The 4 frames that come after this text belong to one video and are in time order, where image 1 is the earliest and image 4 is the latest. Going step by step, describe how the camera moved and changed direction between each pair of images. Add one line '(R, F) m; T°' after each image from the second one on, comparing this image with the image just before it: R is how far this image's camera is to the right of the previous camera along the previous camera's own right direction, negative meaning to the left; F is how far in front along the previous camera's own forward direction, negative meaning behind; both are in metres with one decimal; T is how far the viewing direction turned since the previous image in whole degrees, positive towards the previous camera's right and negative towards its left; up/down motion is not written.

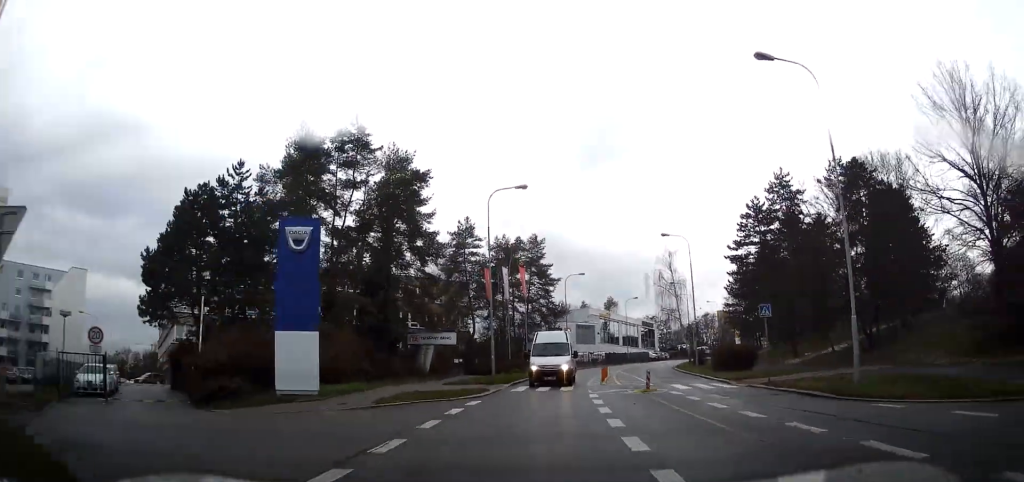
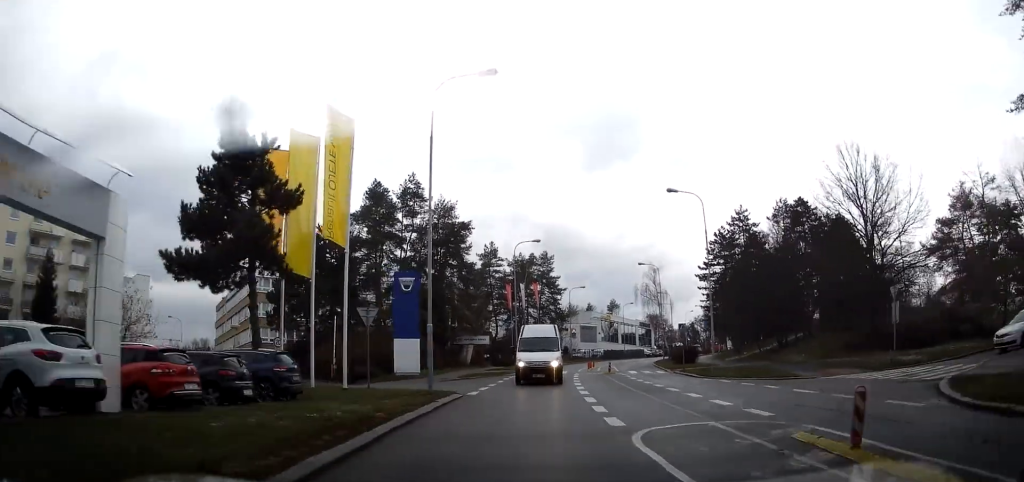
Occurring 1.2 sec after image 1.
(+0.1, +17.0) m; 0°
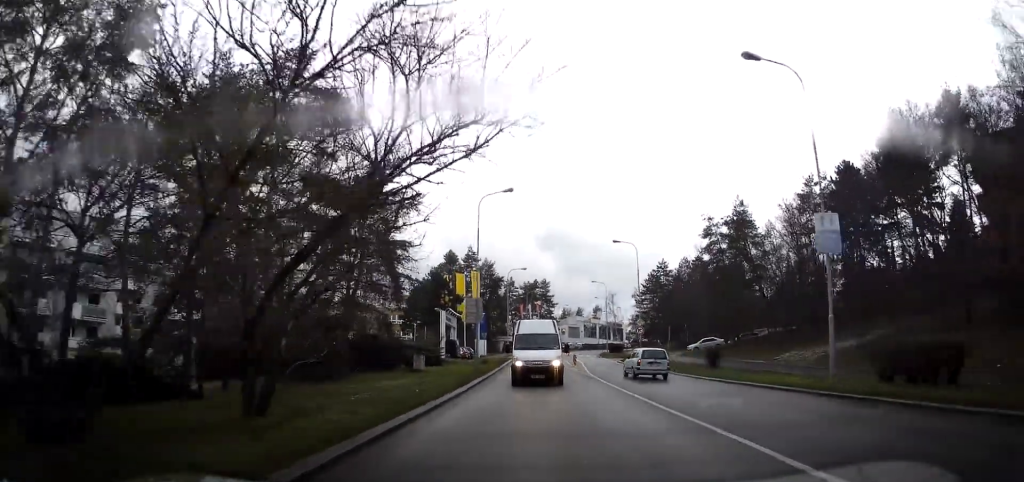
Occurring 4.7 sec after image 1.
(+0.1, +52.9) m; 0°
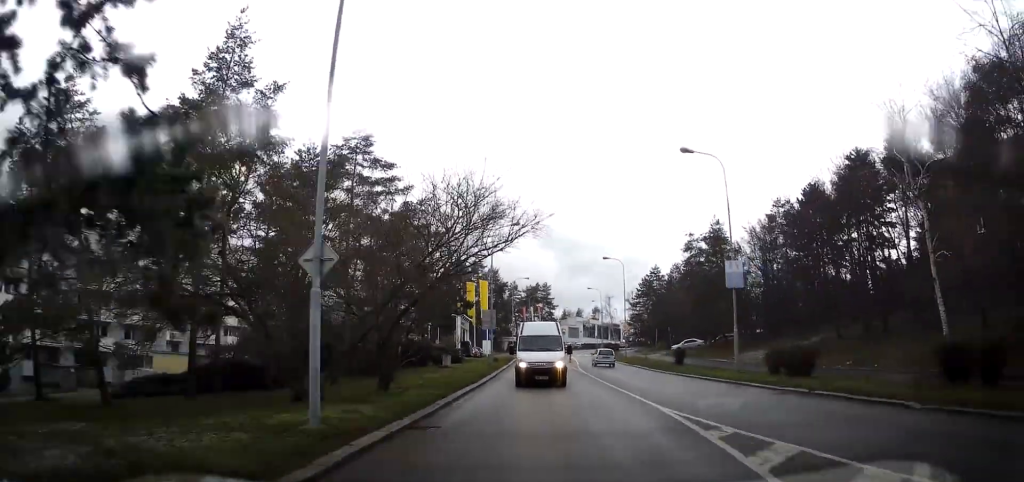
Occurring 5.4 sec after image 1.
(0.0, +10.1) m; 0°
